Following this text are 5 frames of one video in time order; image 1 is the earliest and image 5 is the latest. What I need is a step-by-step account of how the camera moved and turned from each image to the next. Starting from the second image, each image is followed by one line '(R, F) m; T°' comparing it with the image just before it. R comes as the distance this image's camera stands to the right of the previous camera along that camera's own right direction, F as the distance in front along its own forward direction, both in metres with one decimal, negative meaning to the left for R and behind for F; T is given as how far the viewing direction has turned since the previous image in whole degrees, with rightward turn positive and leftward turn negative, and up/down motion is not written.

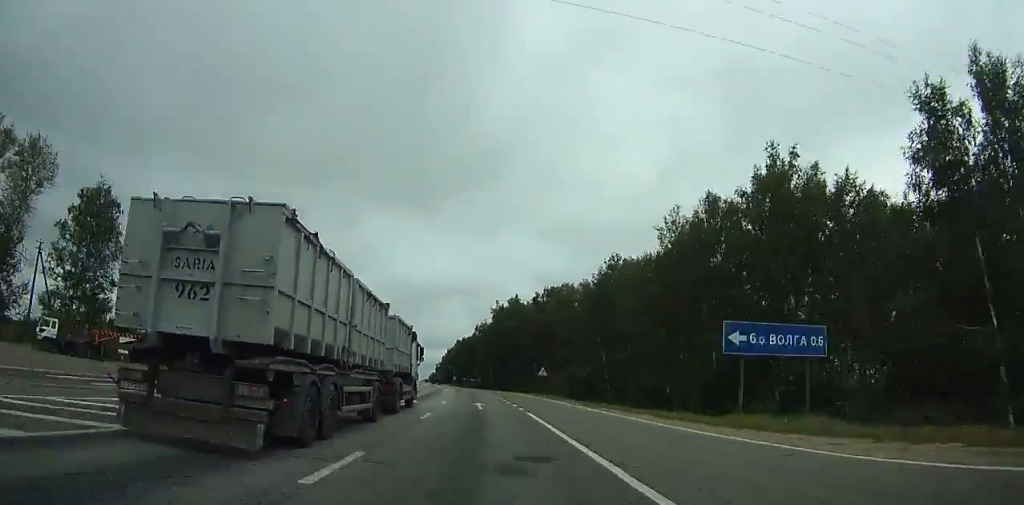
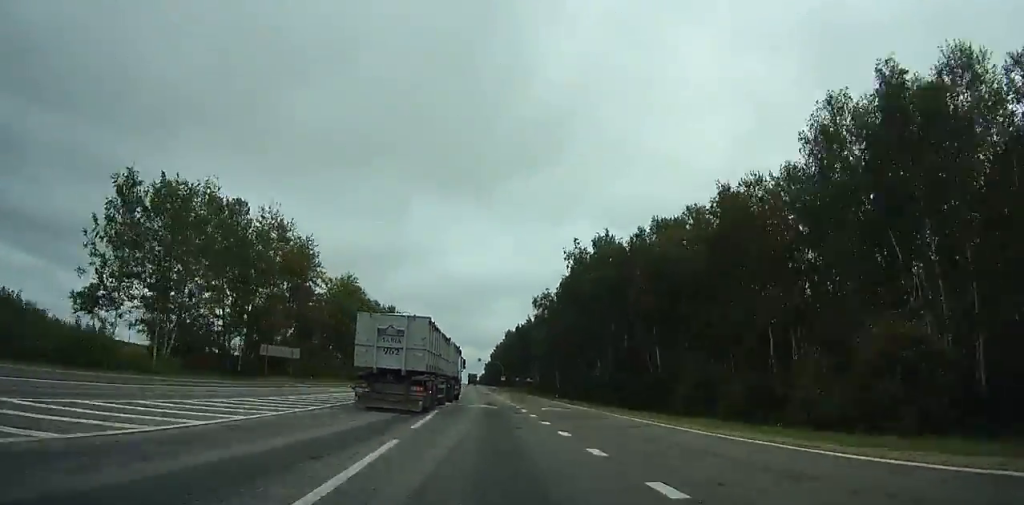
(-2.5, +63.7) m; -4°
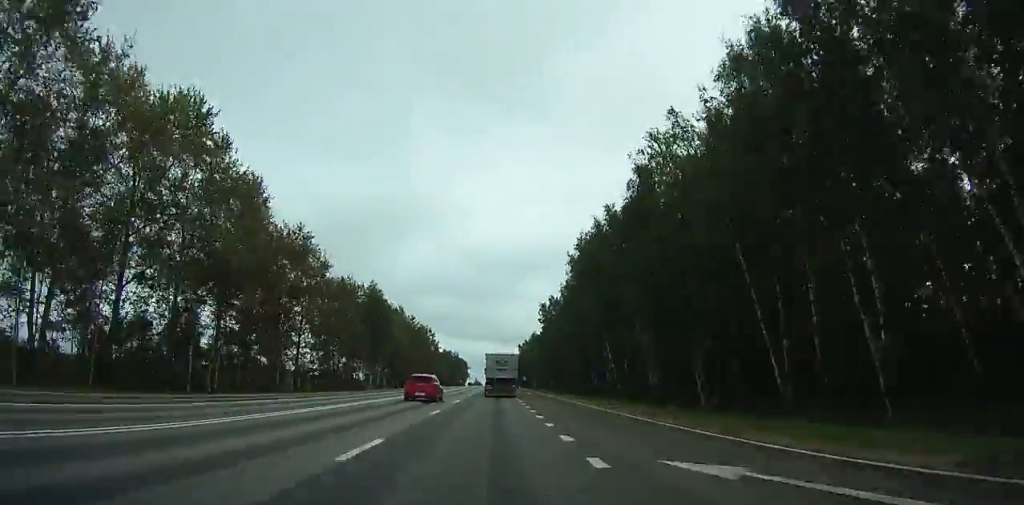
(-12.2, +232.1) m; -4°
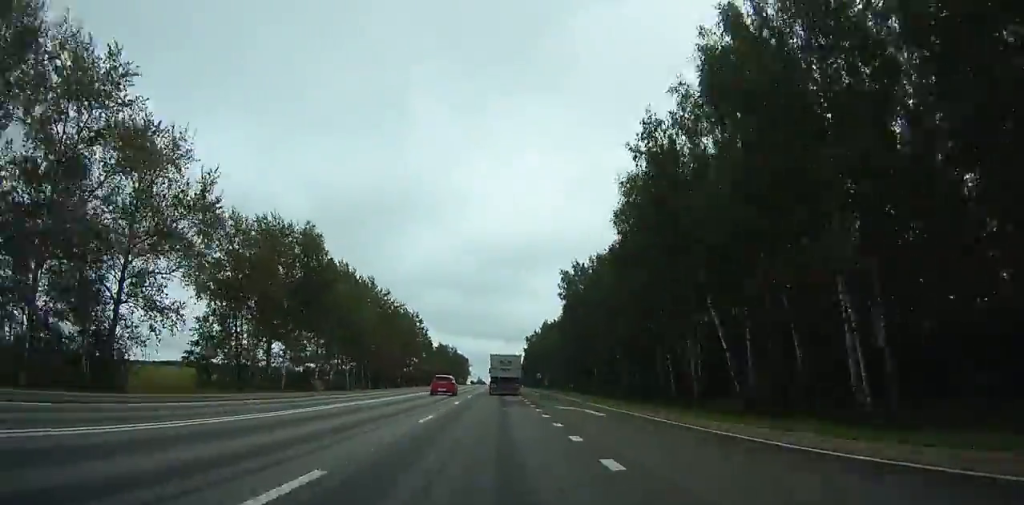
(0.0, +40.4) m; 0°
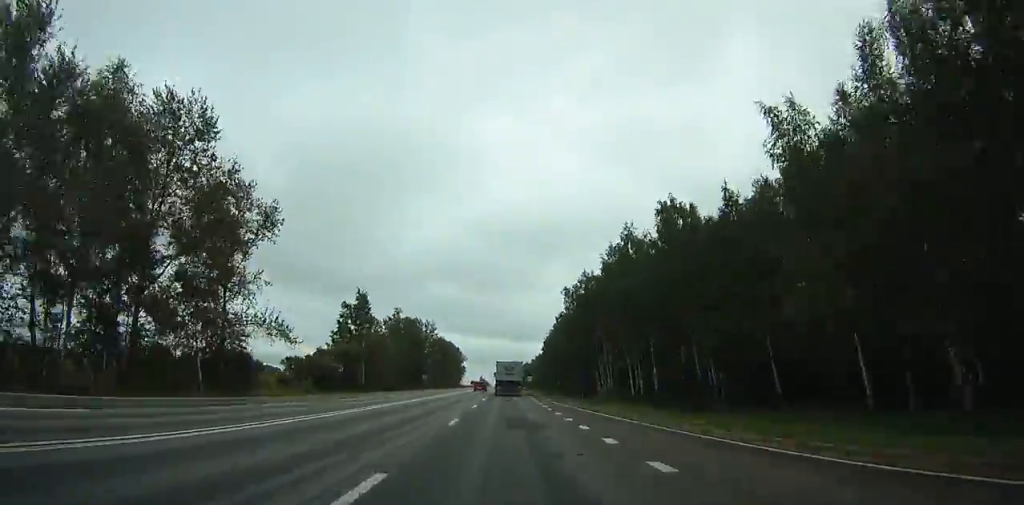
(-0.2, +119.0) m; 0°
